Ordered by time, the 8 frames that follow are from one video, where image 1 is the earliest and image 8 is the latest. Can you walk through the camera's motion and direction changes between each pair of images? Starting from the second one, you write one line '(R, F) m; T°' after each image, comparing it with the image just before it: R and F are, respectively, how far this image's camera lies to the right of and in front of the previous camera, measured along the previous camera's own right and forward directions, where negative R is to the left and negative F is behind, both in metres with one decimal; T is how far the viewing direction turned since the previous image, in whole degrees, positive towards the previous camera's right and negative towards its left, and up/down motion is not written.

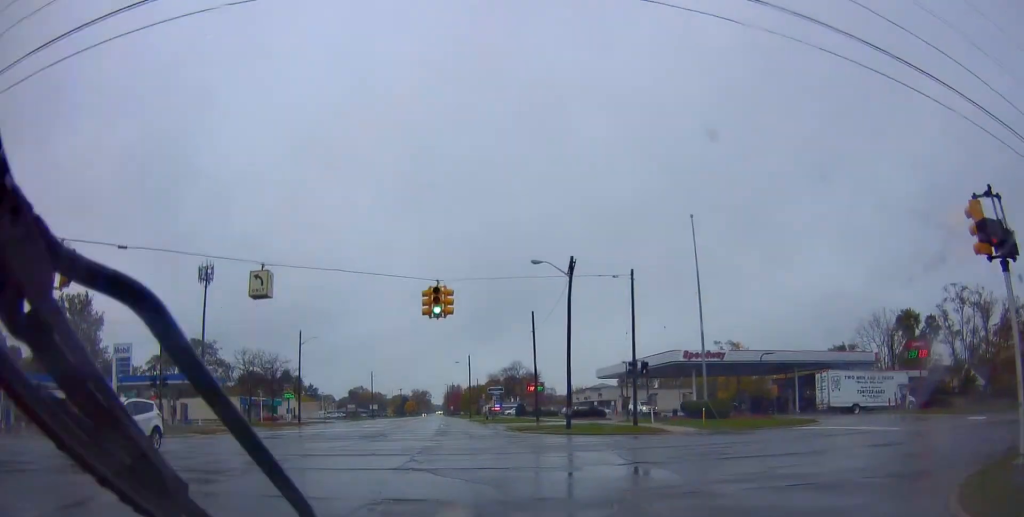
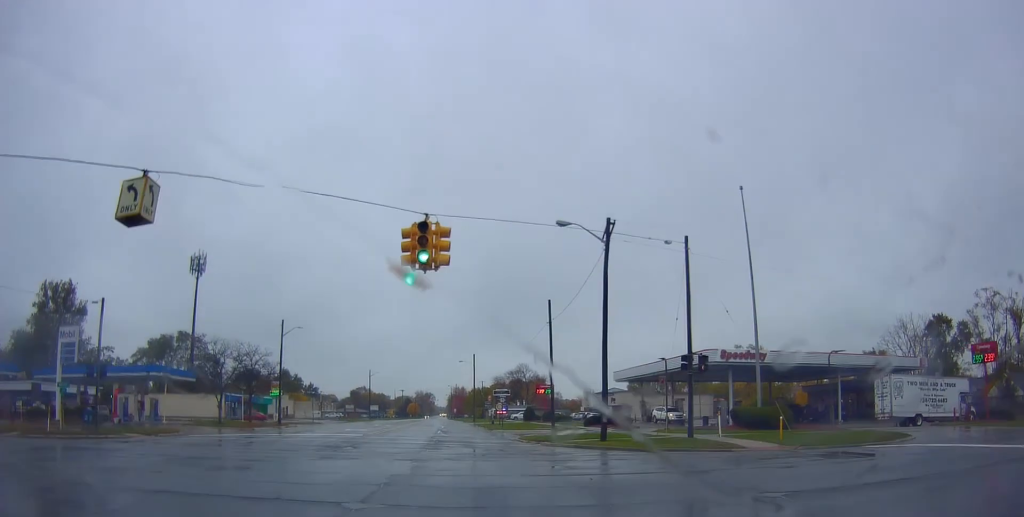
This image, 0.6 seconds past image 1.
(-0.3, +8.2) m; 0°
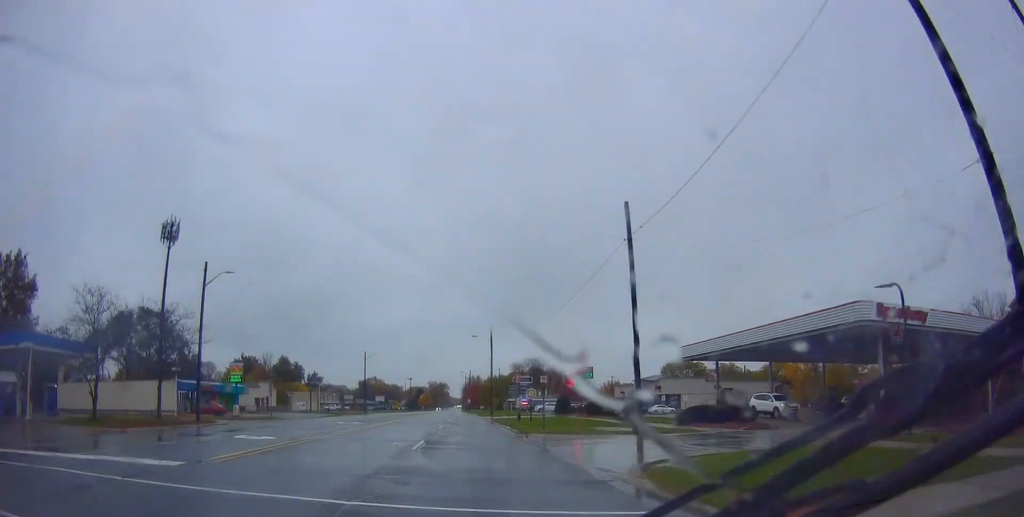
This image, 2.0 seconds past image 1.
(+0.3, +20.9) m; -1°
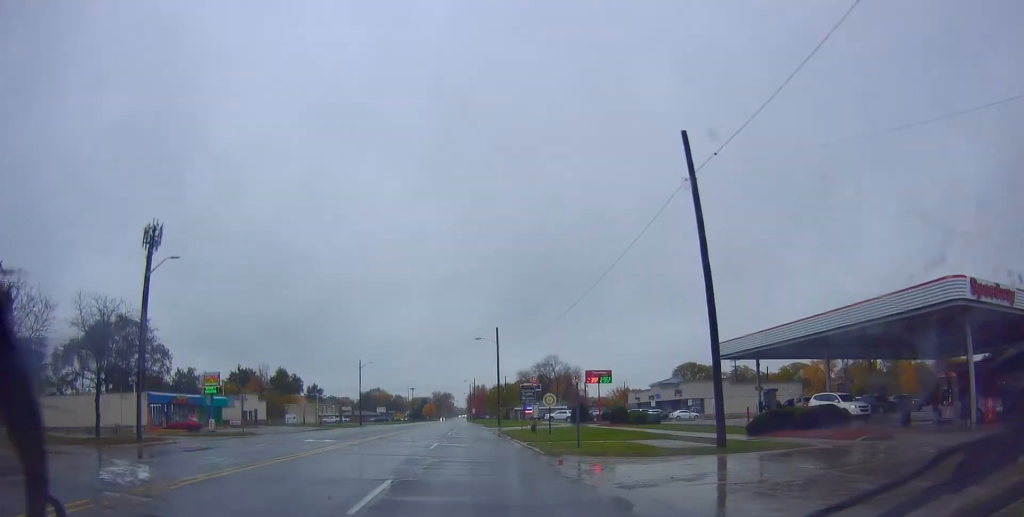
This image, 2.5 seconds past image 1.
(-0.1, +8.2) m; -2°
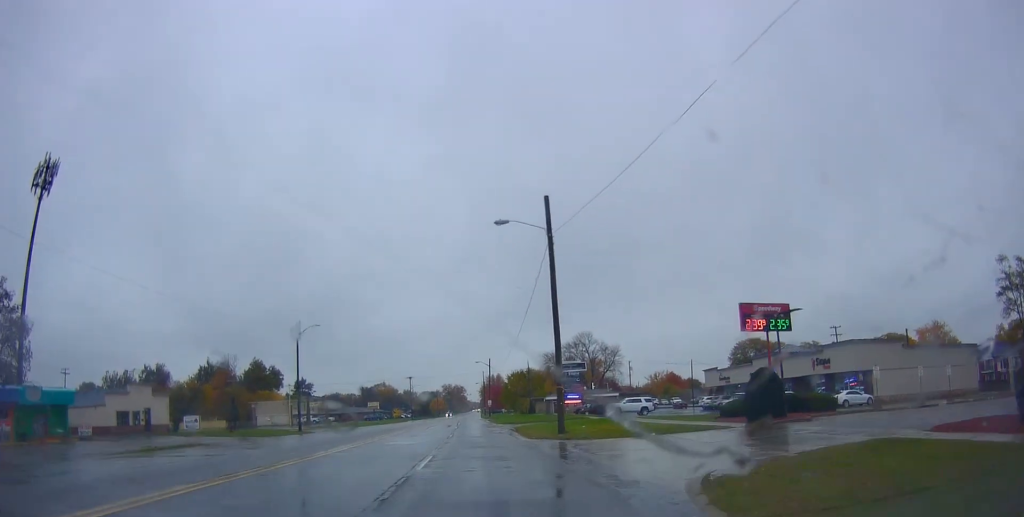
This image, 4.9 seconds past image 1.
(+0.1, +37.3) m; -2°
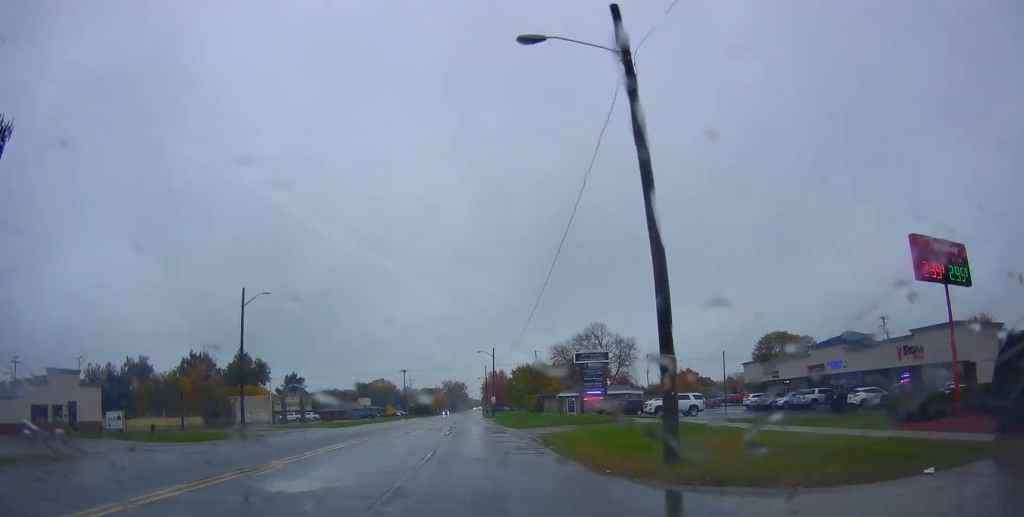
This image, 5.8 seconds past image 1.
(-1.1, +13.6) m; -3°
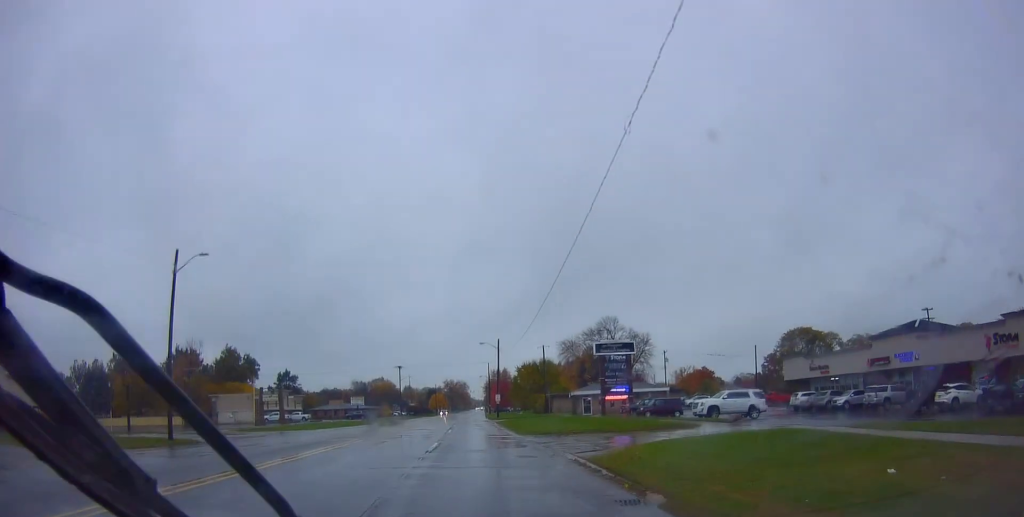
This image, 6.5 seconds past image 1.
(+0.4, +10.7) m; +3°
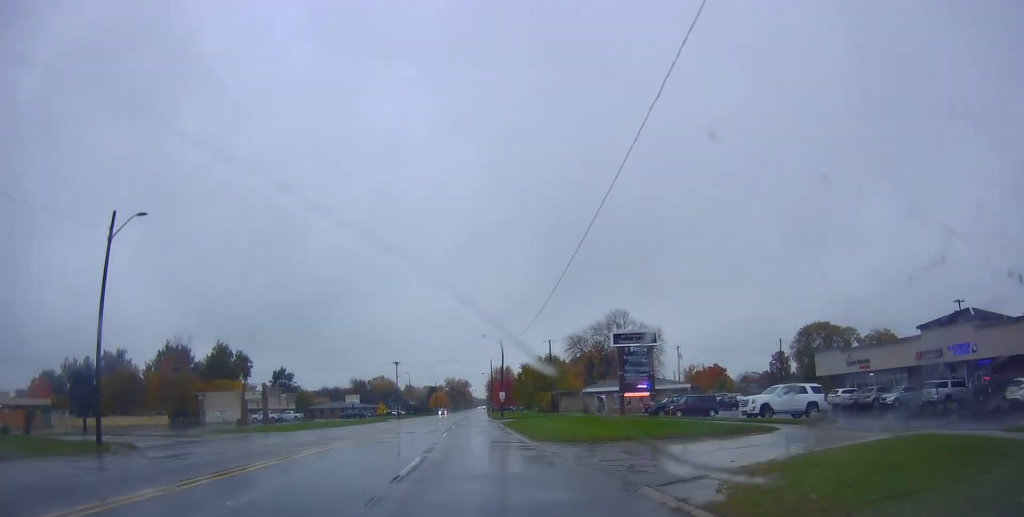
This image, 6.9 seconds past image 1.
(+0.1, +7.0) m; +1°
